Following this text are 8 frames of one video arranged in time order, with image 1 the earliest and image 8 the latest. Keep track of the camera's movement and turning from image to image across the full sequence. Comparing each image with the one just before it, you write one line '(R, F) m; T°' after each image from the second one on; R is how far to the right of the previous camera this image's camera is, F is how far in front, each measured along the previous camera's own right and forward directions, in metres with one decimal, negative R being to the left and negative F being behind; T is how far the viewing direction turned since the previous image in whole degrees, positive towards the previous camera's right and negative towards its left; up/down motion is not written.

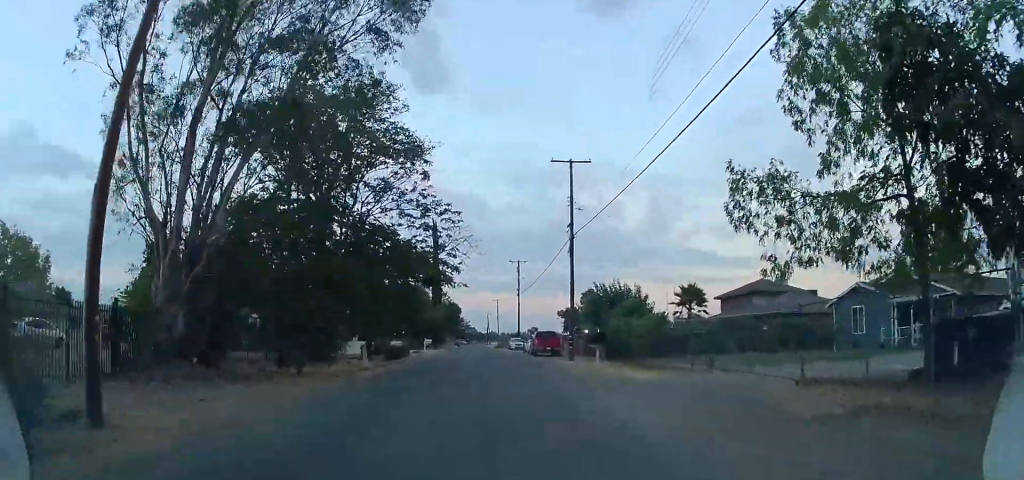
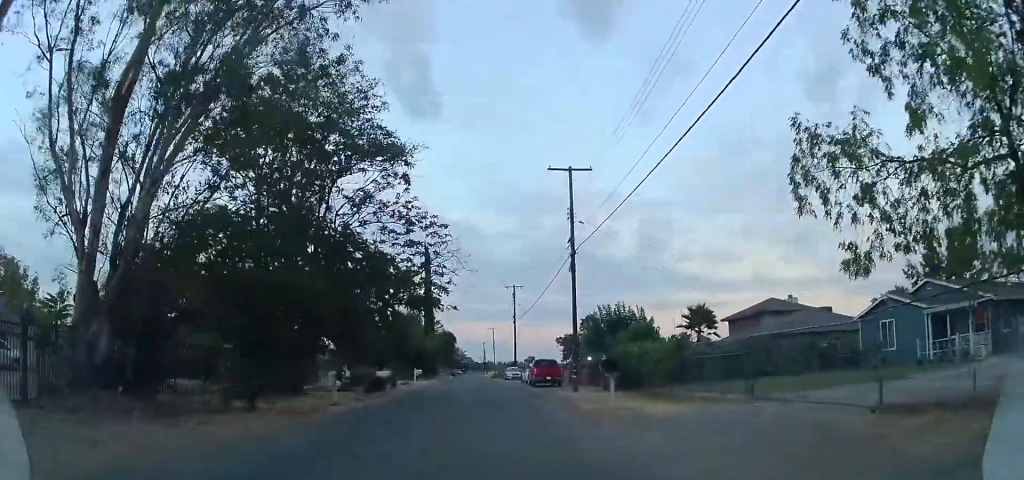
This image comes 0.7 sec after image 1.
(+0.1, +3.0) m; 0°
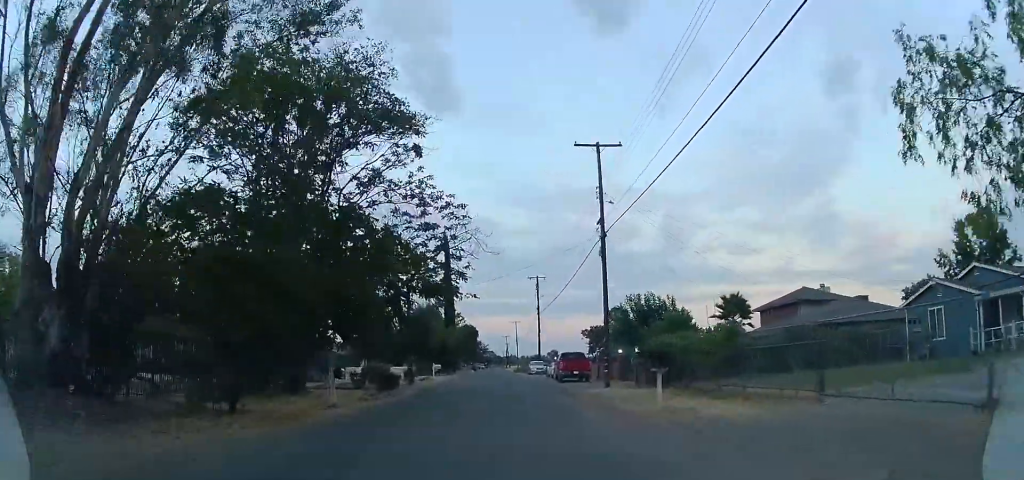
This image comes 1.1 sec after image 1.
(-0.2, +2.0) m; -3°
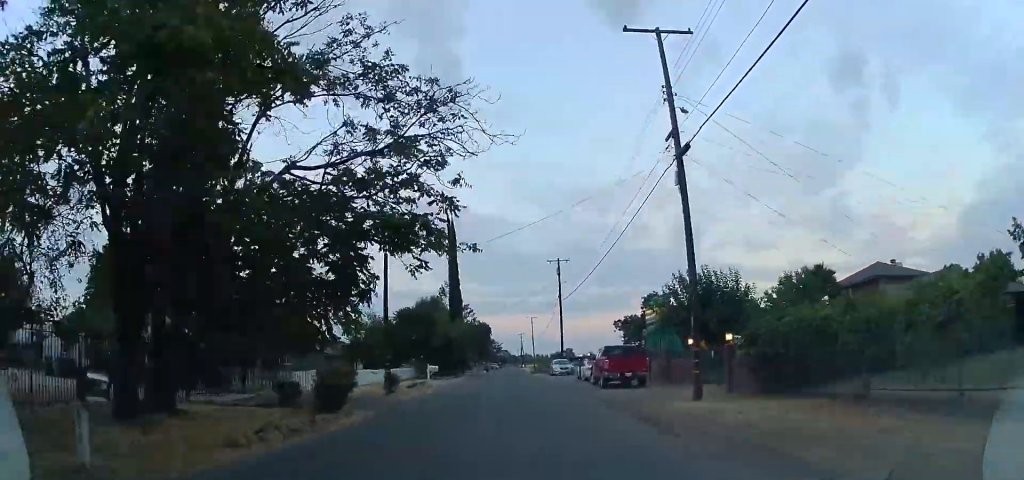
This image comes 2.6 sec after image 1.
(-0.2, +8.7) m; -2°
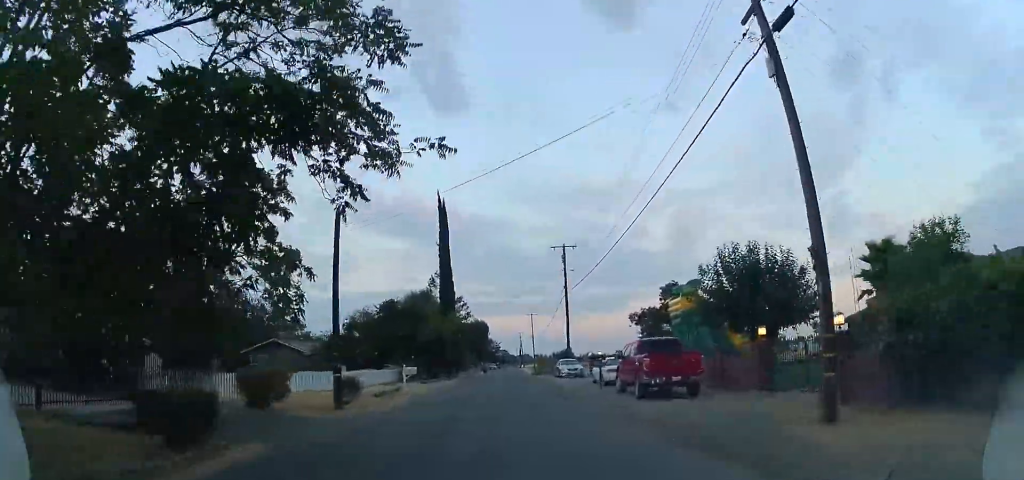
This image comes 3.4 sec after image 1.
(0.0, +6.0) m; 0°
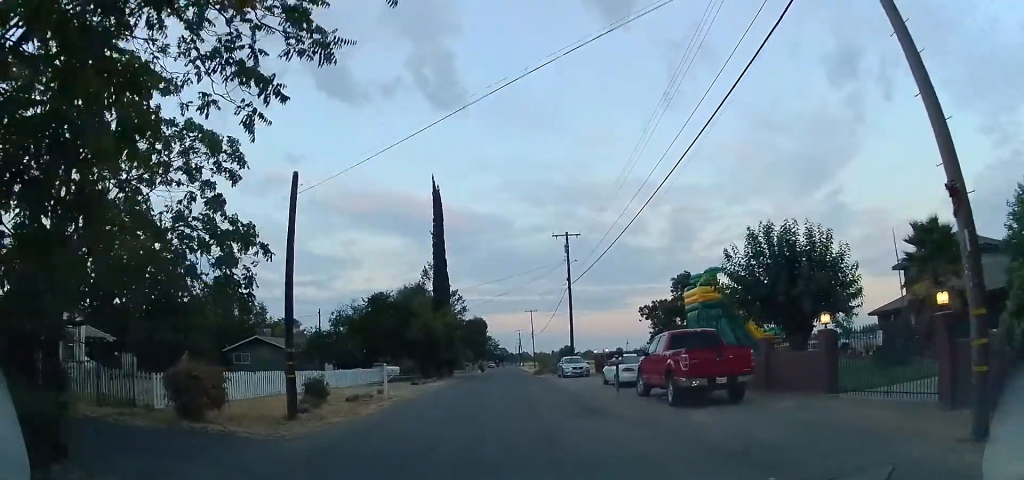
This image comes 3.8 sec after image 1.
(0.0, +3.4) m; 0°
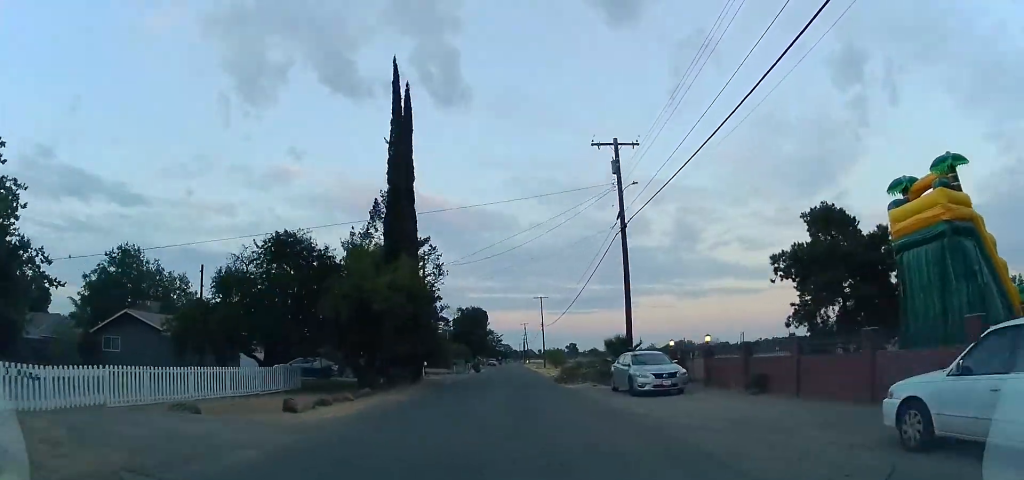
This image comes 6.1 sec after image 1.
(0.0, +19.0) m; 0°
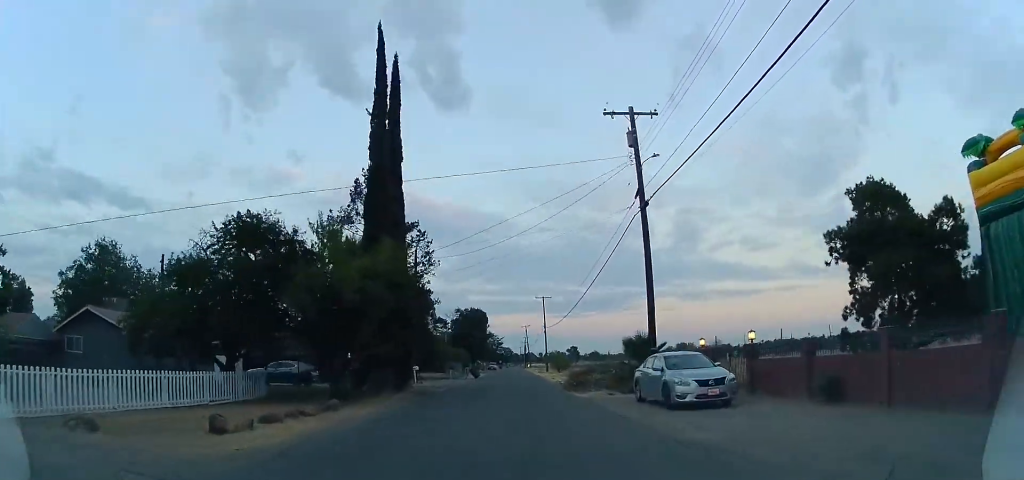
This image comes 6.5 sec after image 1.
(0.0, +3.8) m; 0°
